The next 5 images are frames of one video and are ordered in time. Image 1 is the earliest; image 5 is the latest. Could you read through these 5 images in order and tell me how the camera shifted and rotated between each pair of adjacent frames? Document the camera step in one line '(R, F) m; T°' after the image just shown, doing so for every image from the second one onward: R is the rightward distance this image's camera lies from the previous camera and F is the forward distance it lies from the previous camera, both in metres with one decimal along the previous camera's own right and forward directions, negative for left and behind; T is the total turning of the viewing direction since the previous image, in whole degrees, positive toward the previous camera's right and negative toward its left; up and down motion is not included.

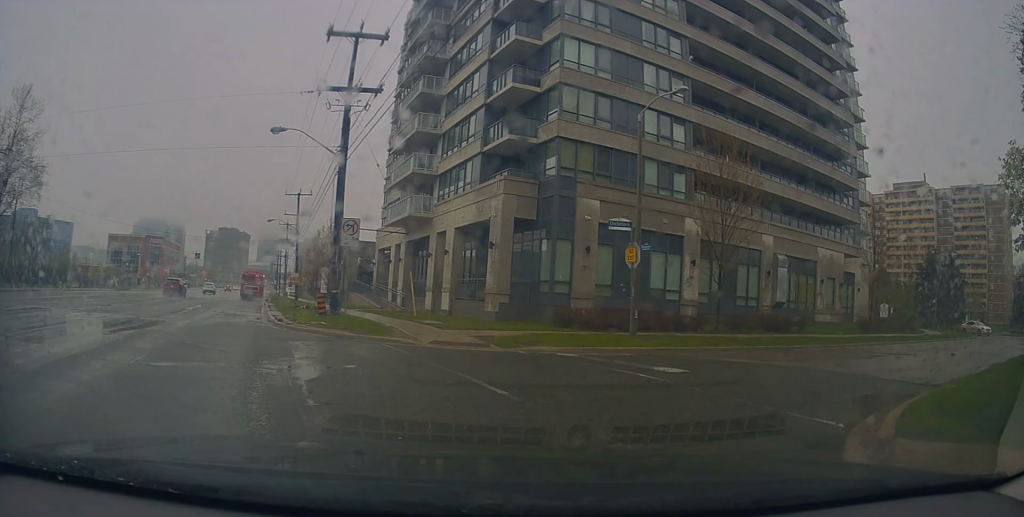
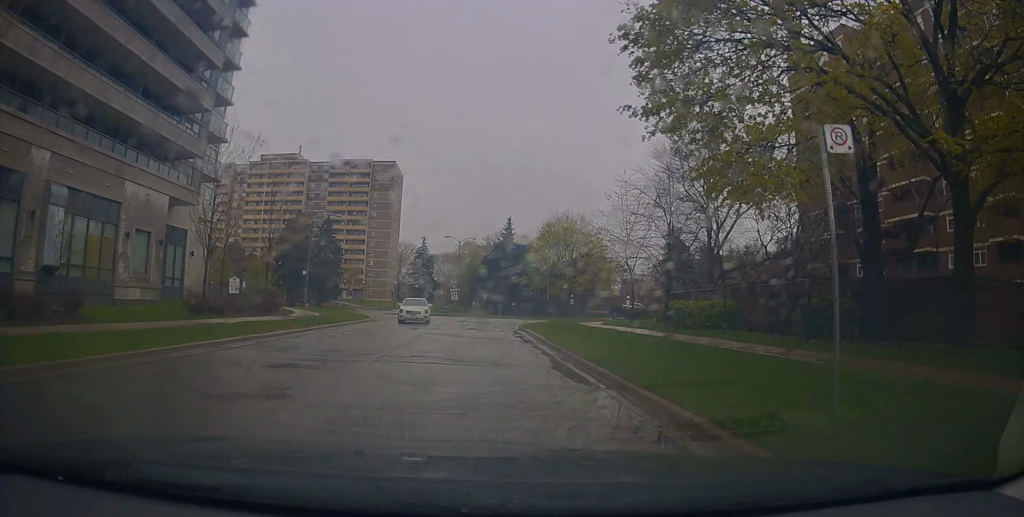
(+9.4, +10.8) m; +63°
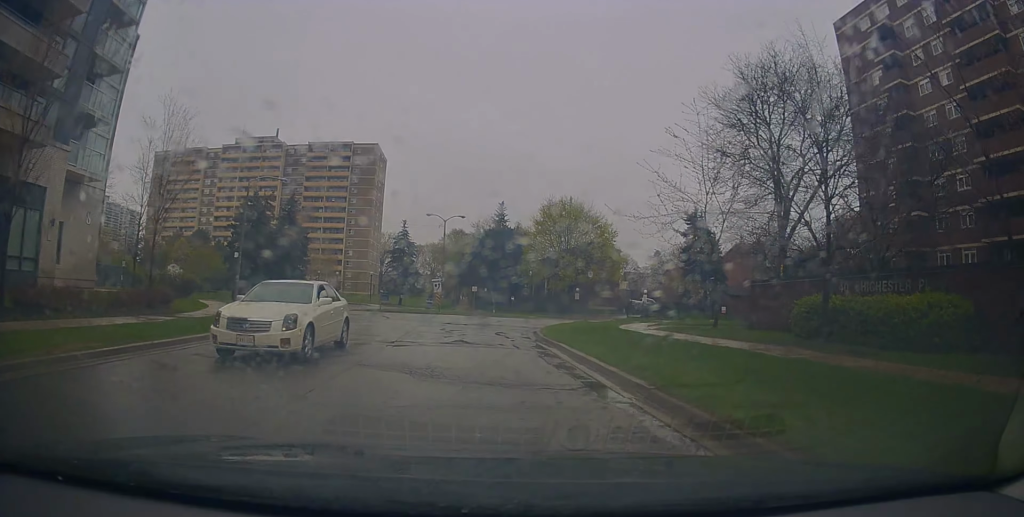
(+1.5, +11.2) m; +8°
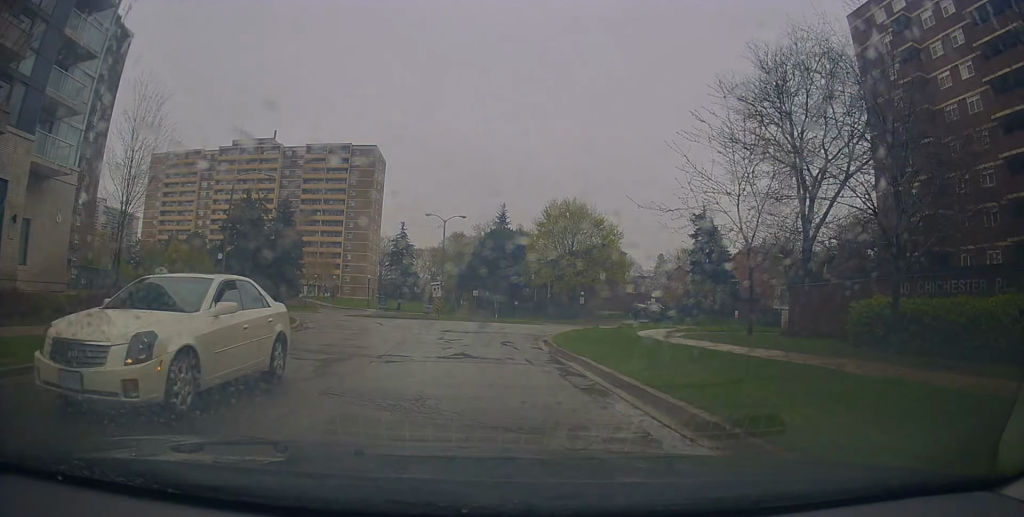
(-0.1, +2.6) m; -1°
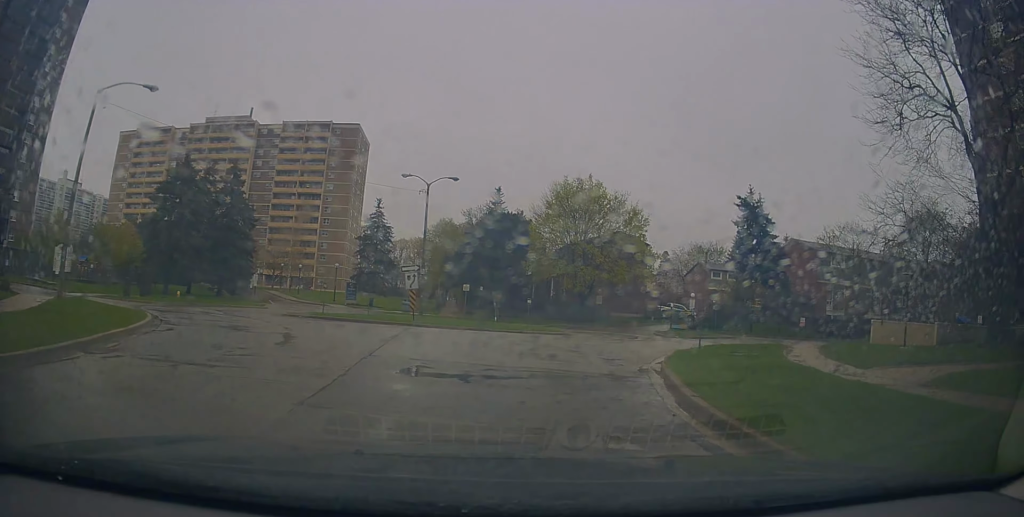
(-0.6, +14.1) m; -1°
